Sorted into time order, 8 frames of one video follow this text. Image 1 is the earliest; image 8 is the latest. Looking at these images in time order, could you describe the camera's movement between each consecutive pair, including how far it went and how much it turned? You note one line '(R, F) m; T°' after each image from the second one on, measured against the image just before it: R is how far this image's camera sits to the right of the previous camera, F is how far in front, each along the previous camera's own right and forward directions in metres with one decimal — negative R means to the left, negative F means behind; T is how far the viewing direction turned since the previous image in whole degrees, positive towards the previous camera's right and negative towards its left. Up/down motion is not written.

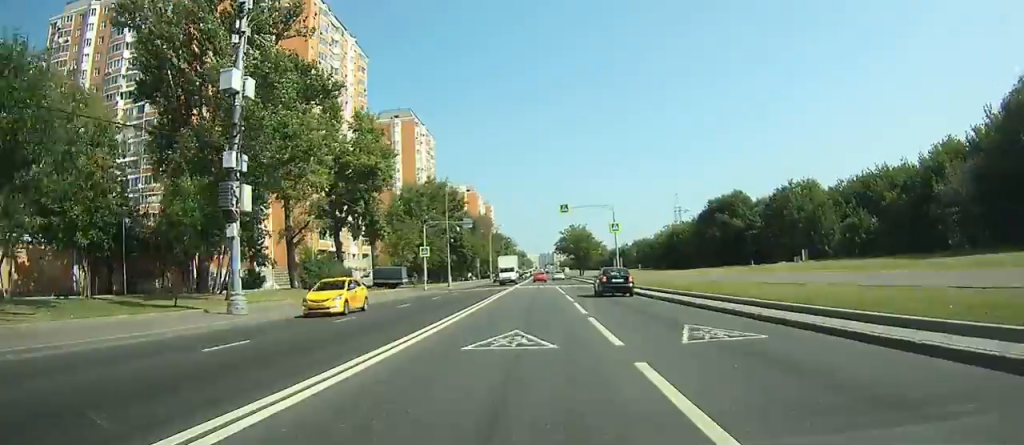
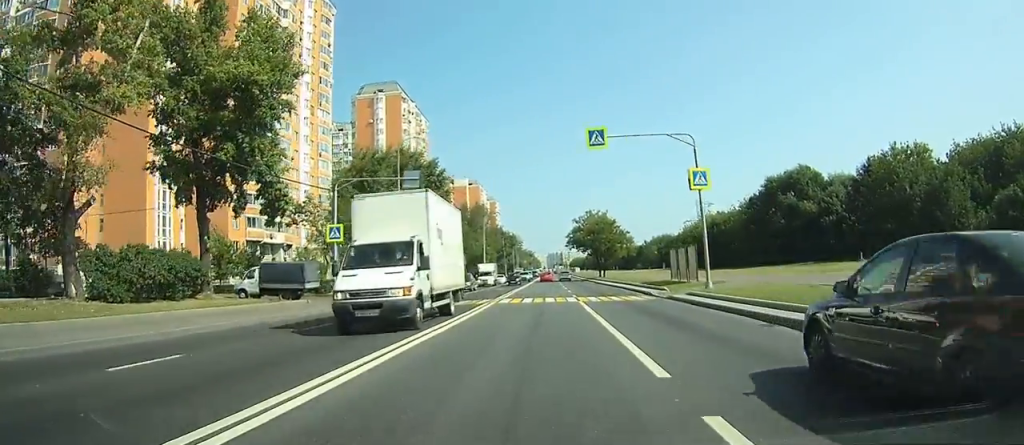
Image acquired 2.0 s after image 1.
(-0.2, +27.5) m; 0°
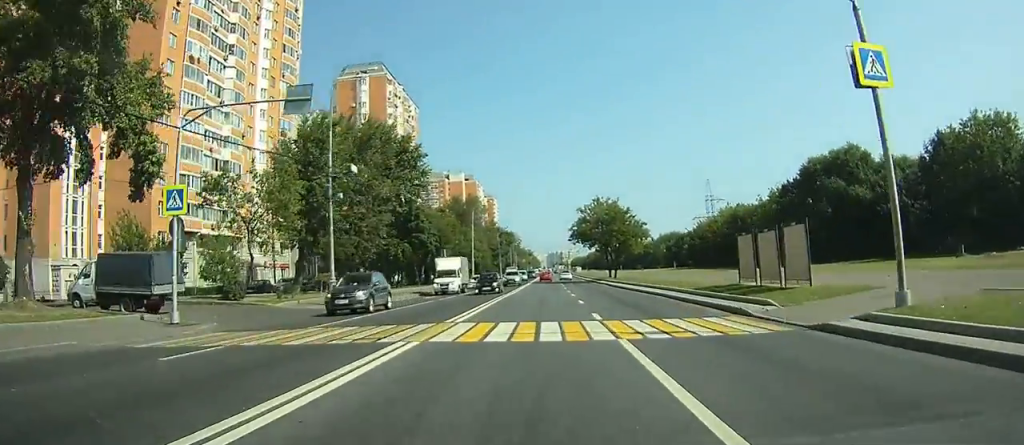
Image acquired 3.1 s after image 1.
(+0.1, +15.0) m; 0°
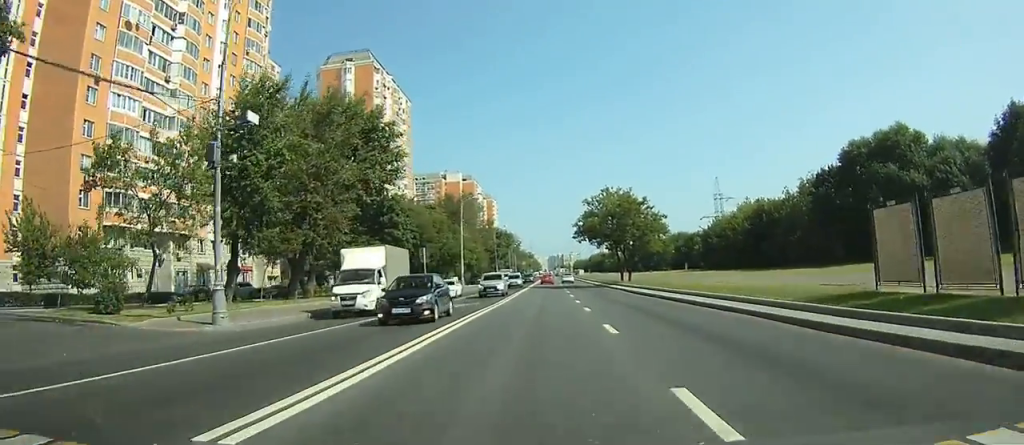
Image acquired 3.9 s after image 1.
(0.0, +11.3) m; 0°
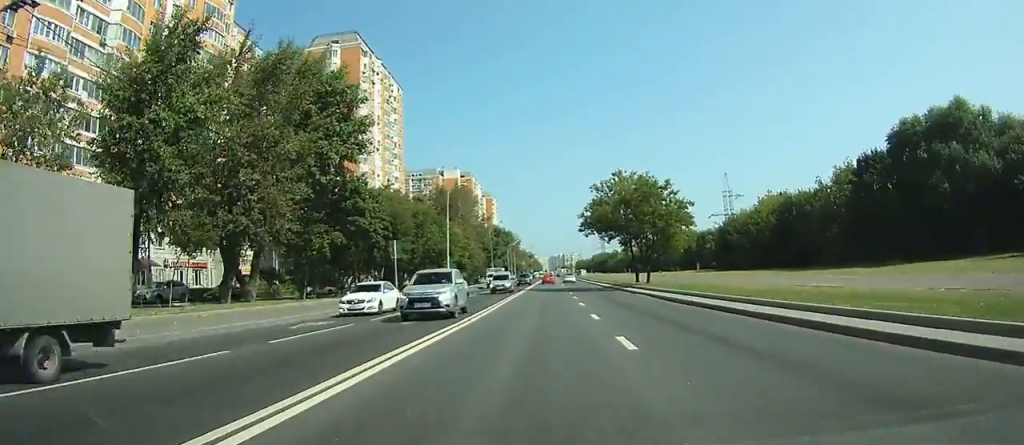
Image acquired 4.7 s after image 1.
(-0.1, +10.4) m; -1°
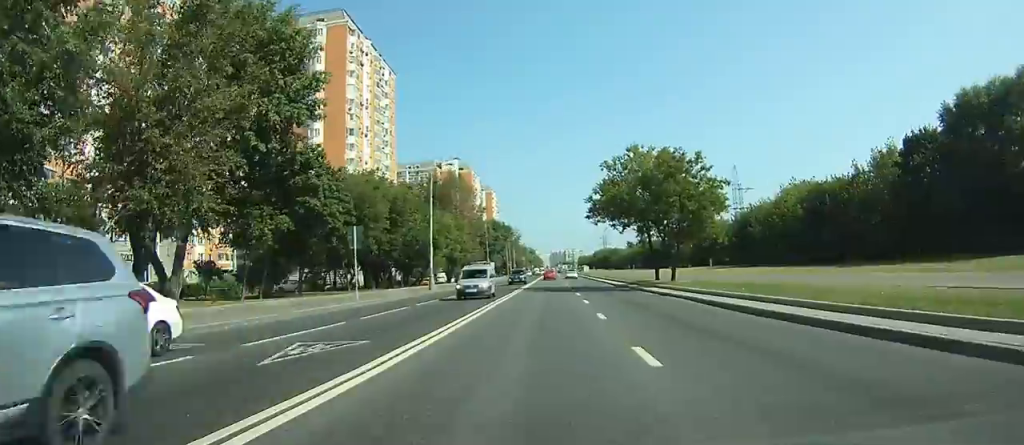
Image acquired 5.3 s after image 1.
(0.0, +9.2) m; 0°
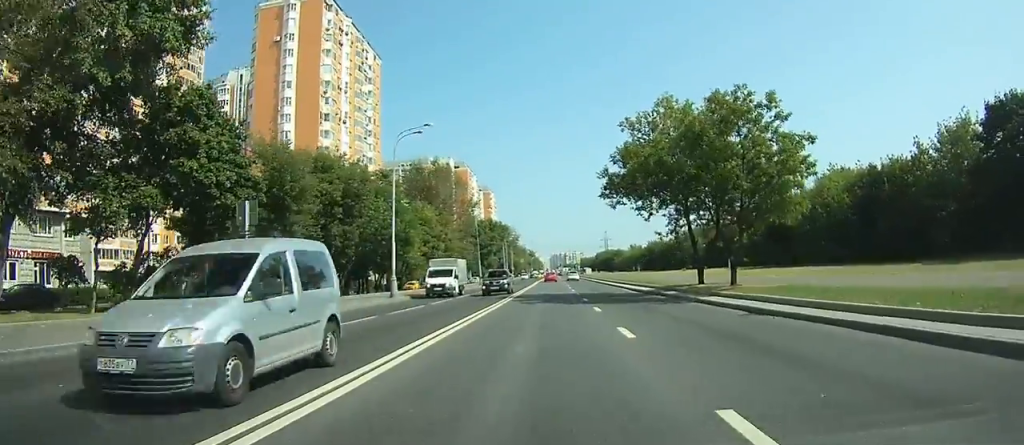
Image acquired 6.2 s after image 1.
(0.0, +12.5) m; 0°
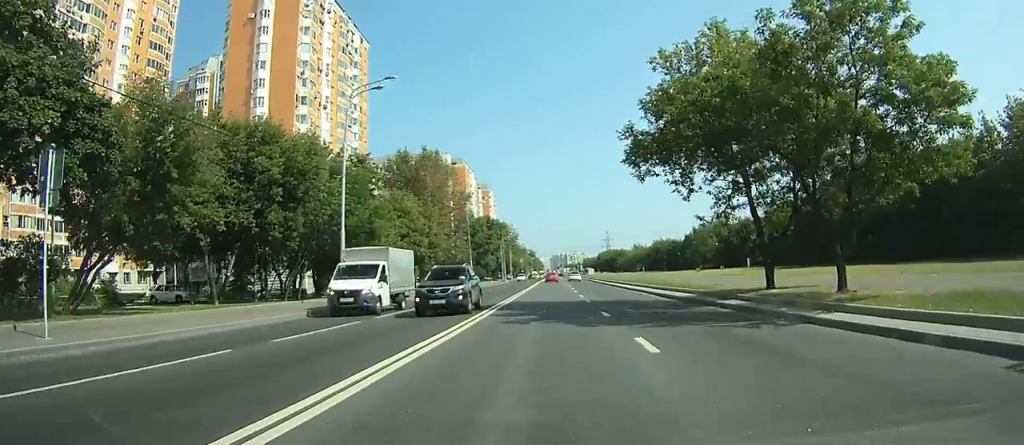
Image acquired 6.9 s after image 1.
(0.0, +9.8) m; 0°
